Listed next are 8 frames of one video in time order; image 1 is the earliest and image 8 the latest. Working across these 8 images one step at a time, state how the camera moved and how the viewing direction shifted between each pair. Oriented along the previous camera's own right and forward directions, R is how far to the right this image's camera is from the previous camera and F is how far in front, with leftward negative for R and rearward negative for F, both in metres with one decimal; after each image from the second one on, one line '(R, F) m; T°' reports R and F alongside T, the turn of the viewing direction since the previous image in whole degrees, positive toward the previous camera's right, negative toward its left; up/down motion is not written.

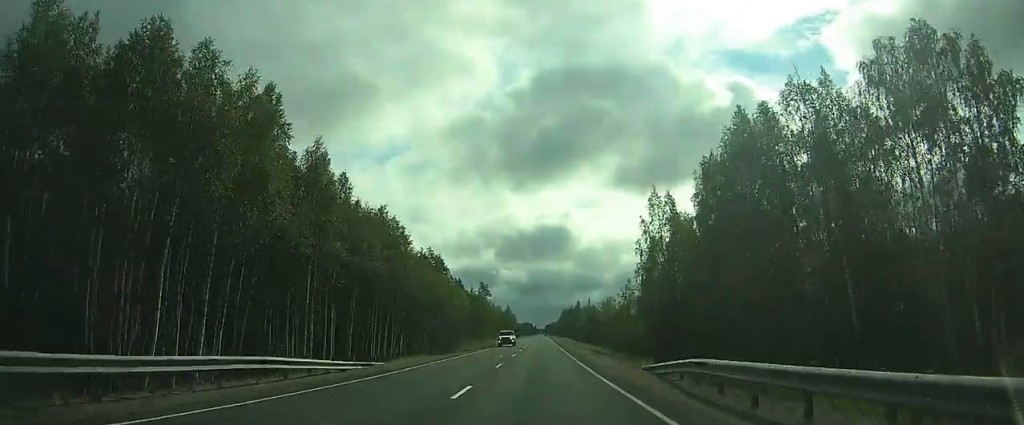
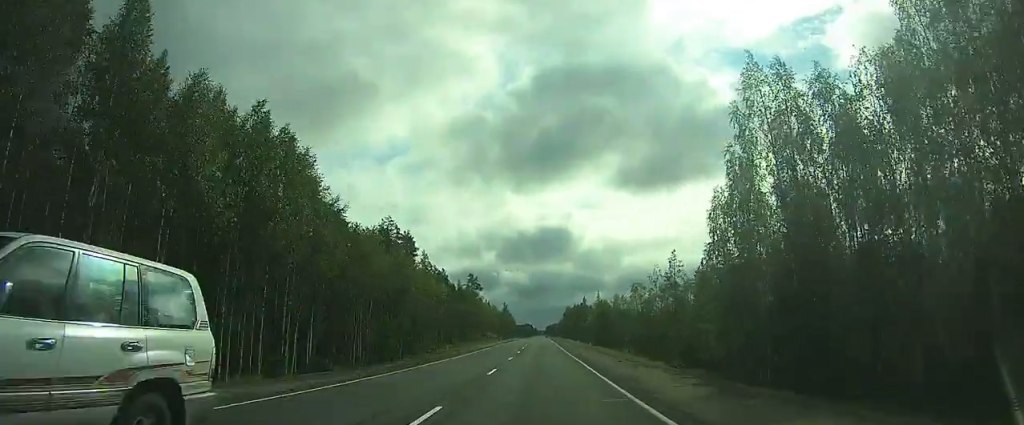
(-0.1, +27.3) m; 0°
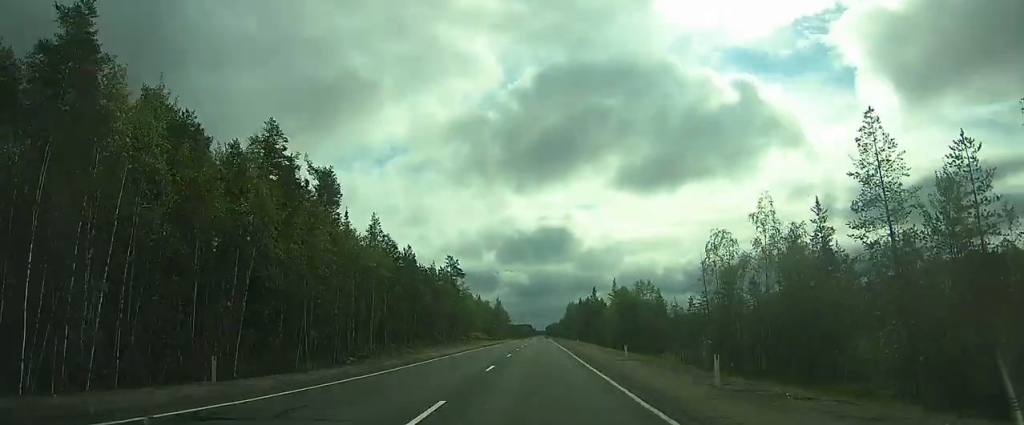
(-0.2, +34.0) m; -1°
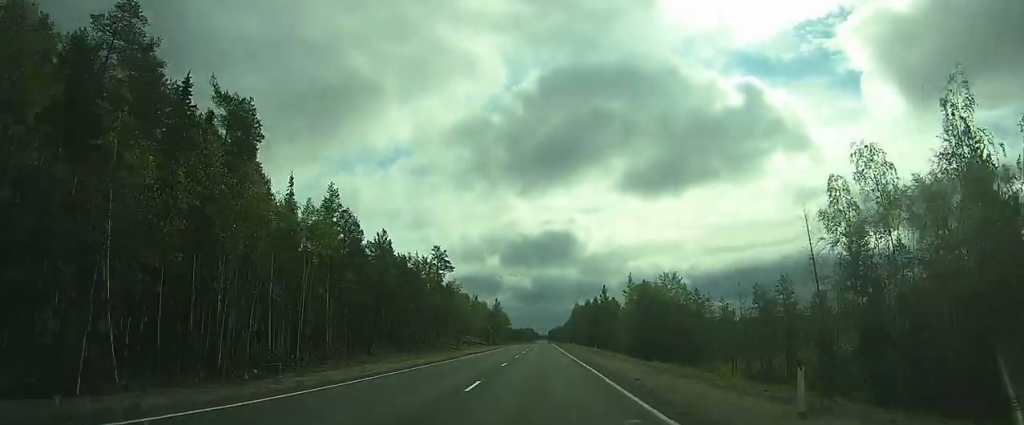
(-0.1, +17.7) m; +1°
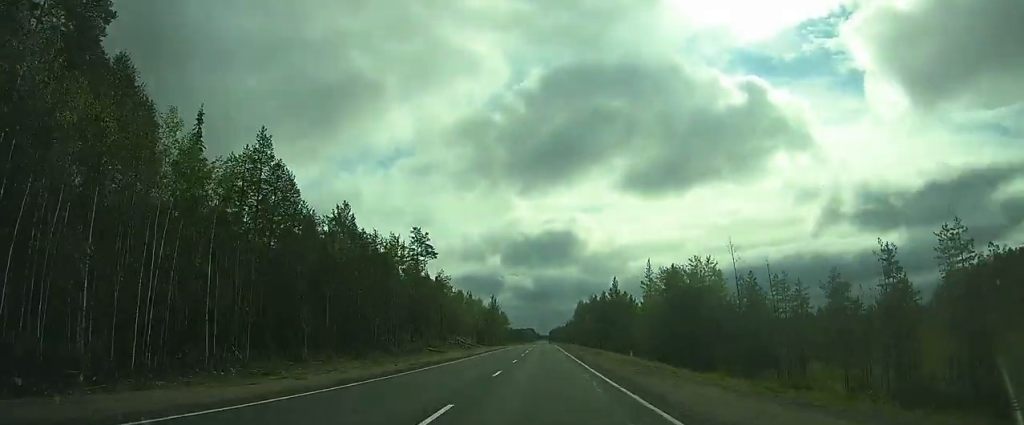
(-0.1, +16.9) m; +2°
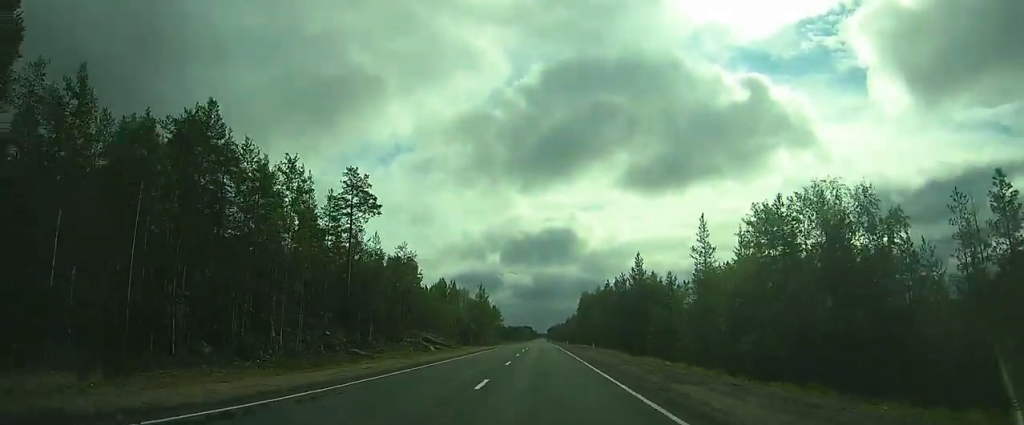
(+1.3, +28.5) m; +2°
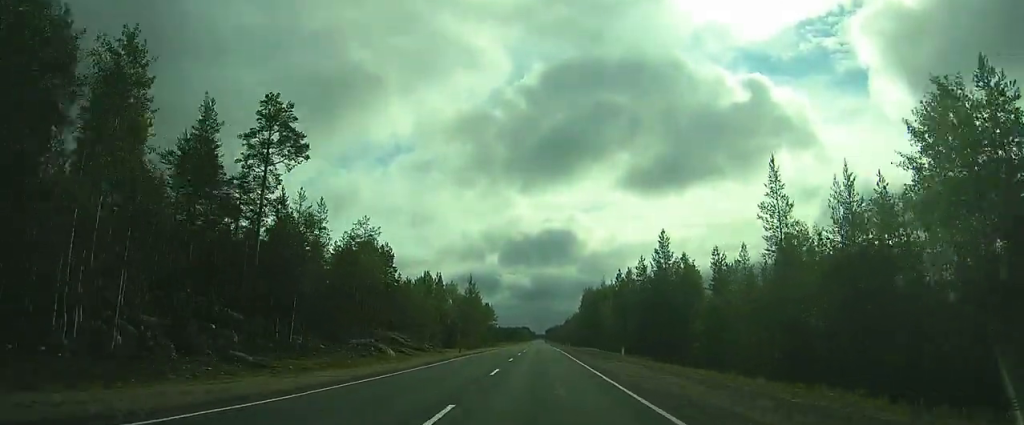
(-0.1, +17.5) m; -1°
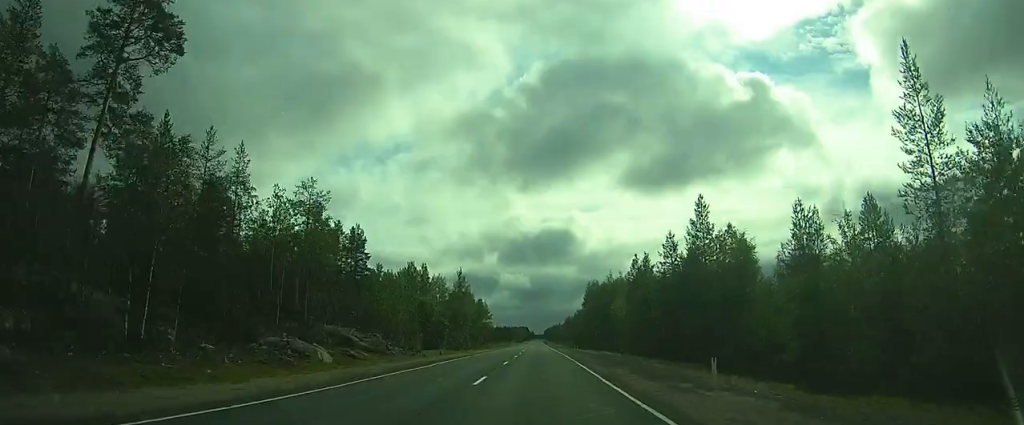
(-0.1, +15.2) m; -1°
